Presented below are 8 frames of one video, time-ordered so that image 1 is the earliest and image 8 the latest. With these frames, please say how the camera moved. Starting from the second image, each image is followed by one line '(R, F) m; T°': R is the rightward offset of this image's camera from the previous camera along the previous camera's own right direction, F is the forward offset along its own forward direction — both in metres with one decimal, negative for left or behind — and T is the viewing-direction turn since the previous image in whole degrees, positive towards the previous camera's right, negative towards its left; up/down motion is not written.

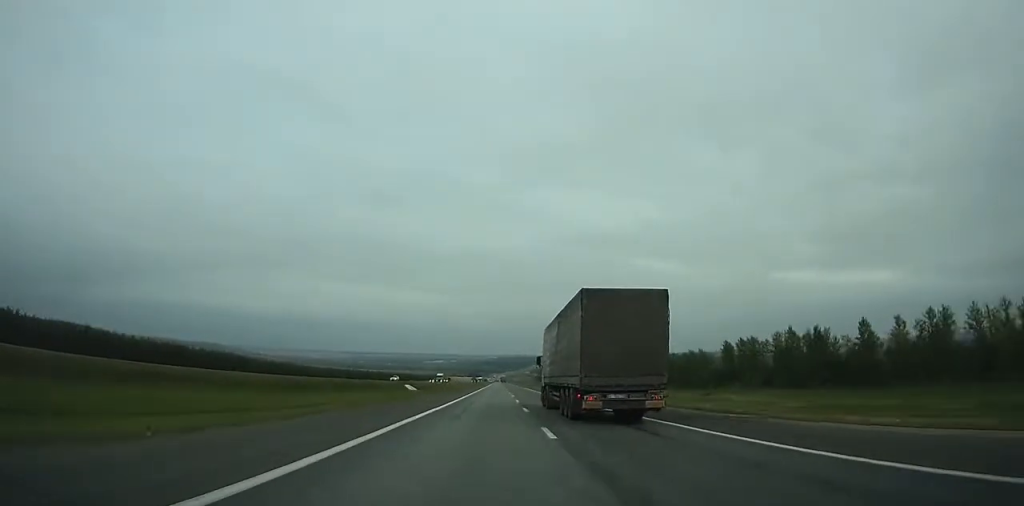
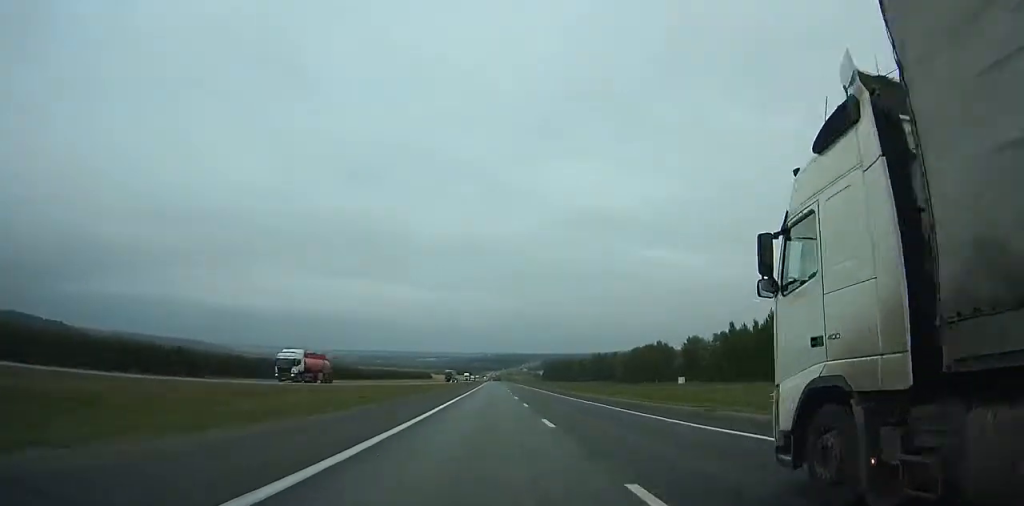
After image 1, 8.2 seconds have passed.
(+0.7, +231.2) m; +1°
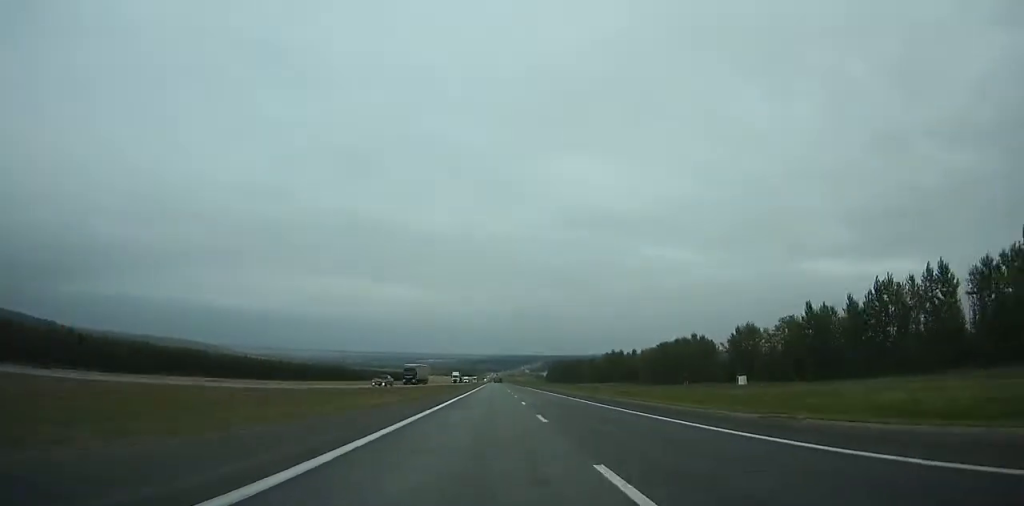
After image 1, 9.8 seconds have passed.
(+0.2, +46.3) m; 0°
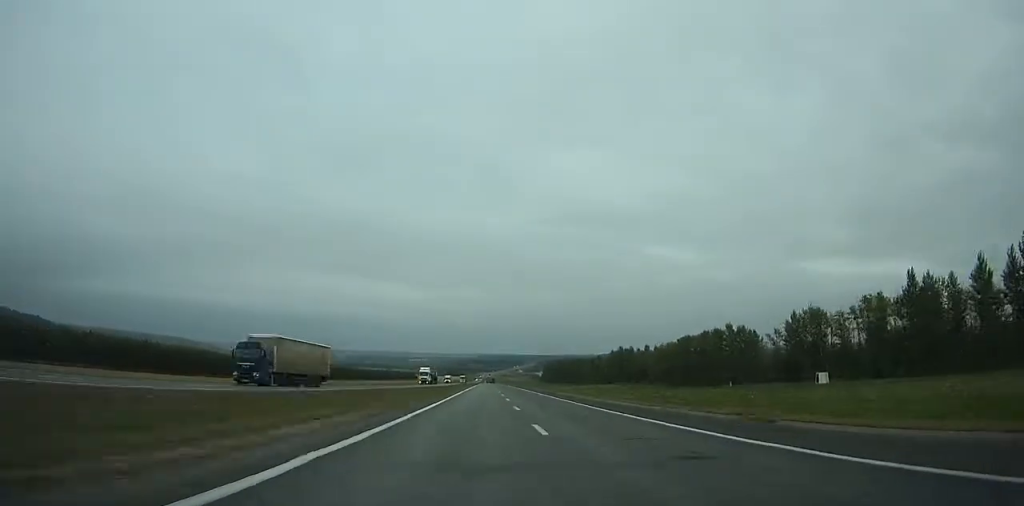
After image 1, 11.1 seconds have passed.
(+0.1, +37.6) m; 0°
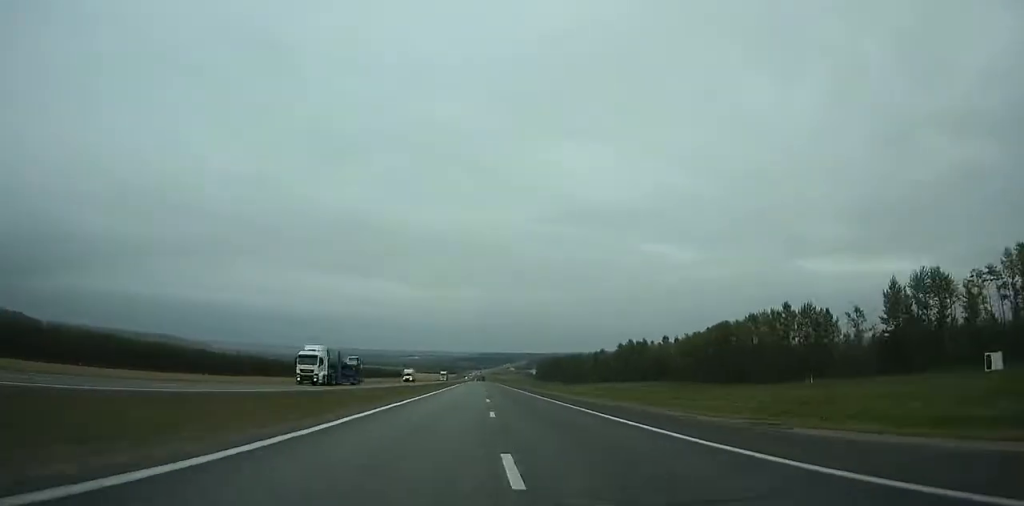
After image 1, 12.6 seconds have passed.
(0.0, +43.3) m; 0°
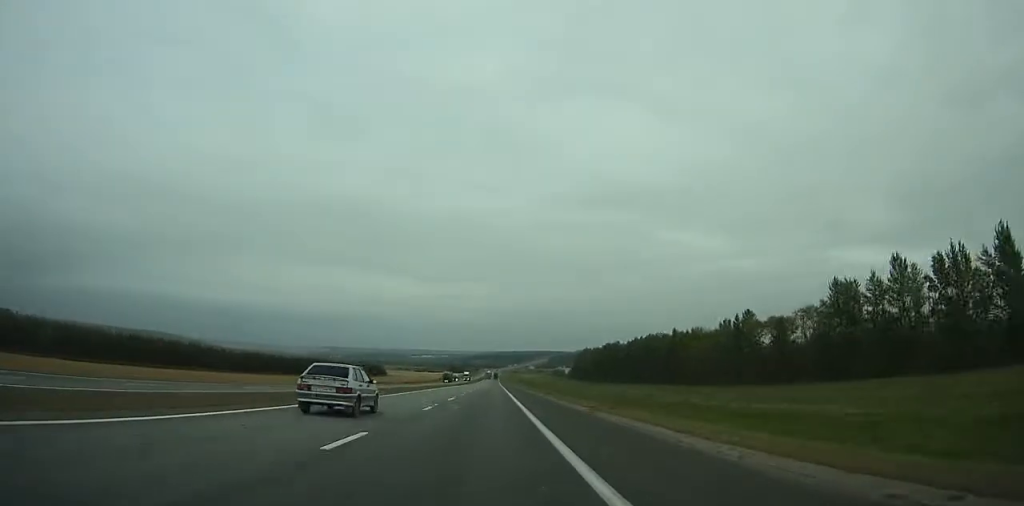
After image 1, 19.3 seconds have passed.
(-0.3, +190.0) m; -1°
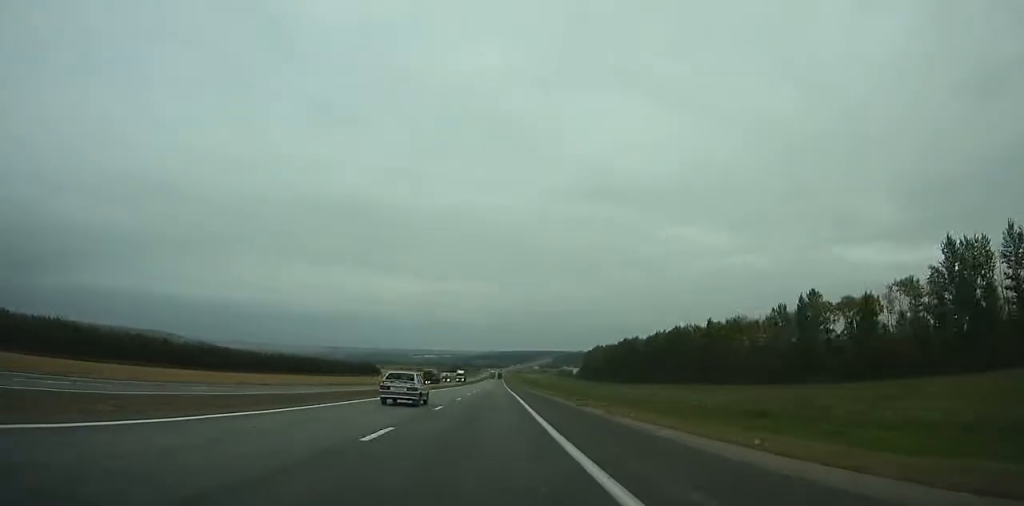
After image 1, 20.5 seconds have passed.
(-0.1, +33.3) m; 0°
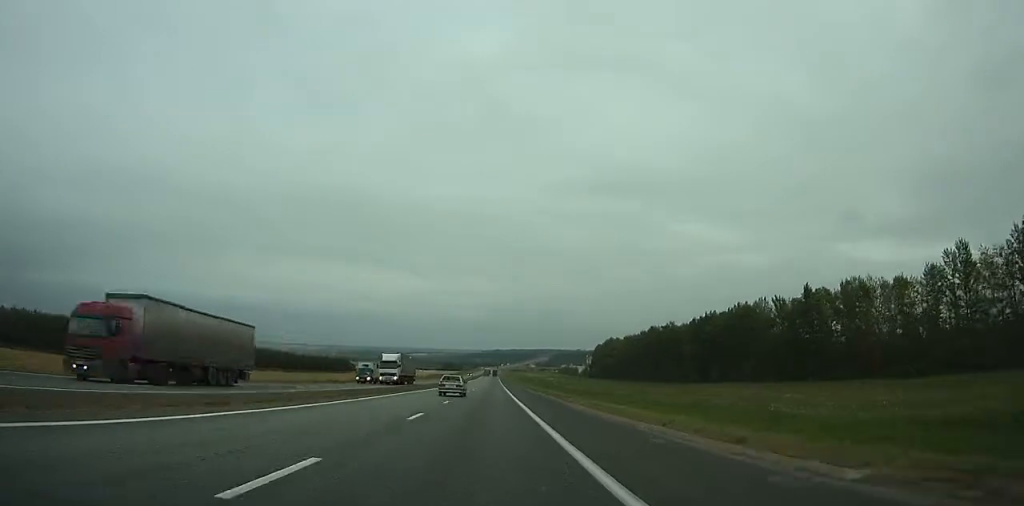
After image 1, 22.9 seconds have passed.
(-0.2, +66.6) m; 0°
